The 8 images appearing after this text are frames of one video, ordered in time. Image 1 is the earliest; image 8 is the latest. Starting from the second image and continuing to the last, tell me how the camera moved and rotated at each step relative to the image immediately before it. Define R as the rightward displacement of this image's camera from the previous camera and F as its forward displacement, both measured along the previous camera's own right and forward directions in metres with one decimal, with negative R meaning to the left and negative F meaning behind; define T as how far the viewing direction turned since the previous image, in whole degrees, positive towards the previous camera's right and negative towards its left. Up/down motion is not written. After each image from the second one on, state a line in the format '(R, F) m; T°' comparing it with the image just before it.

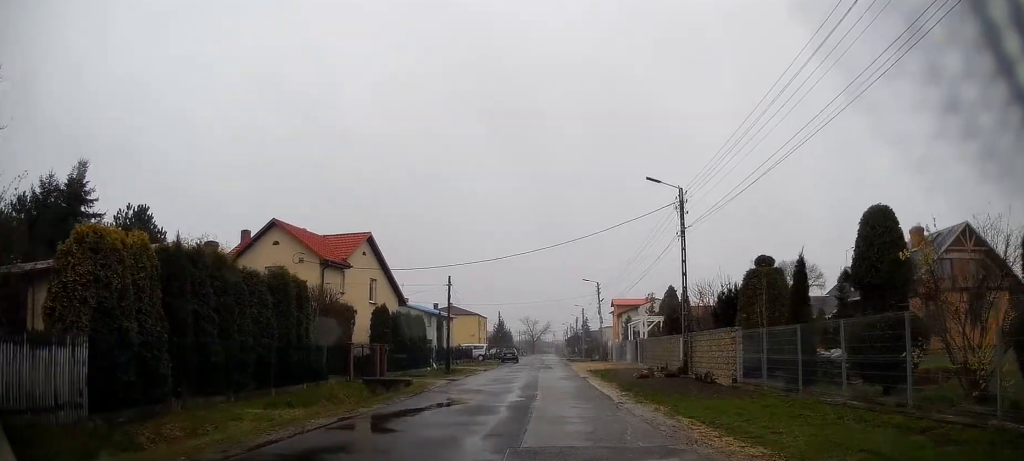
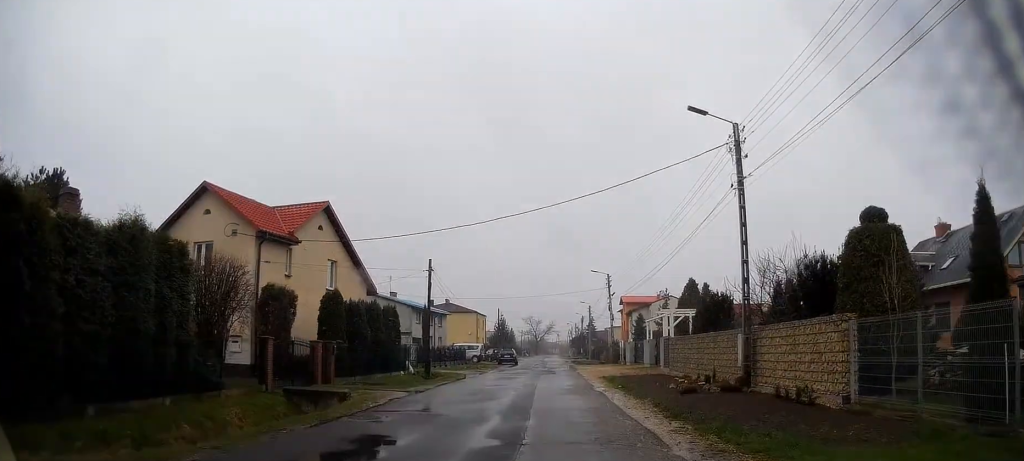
(0.0, +7.1) m; 0°
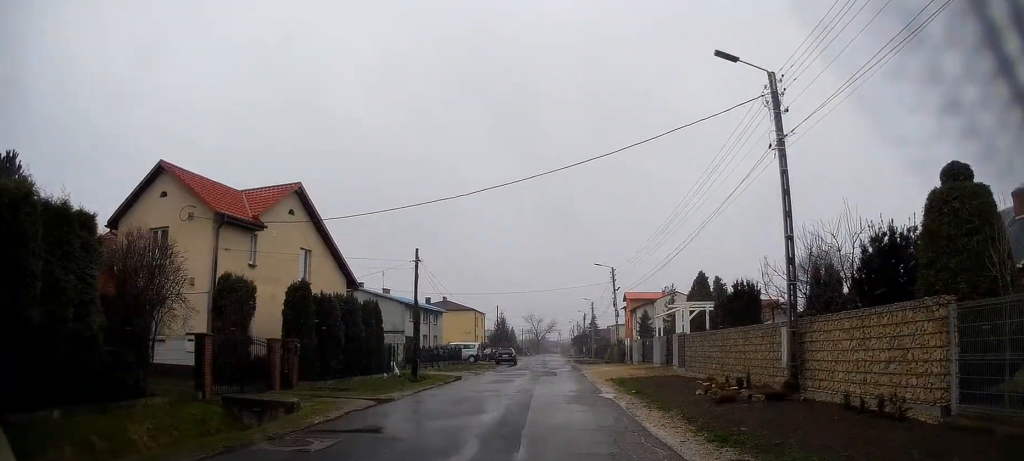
(0.0, +3.6) m; +1°
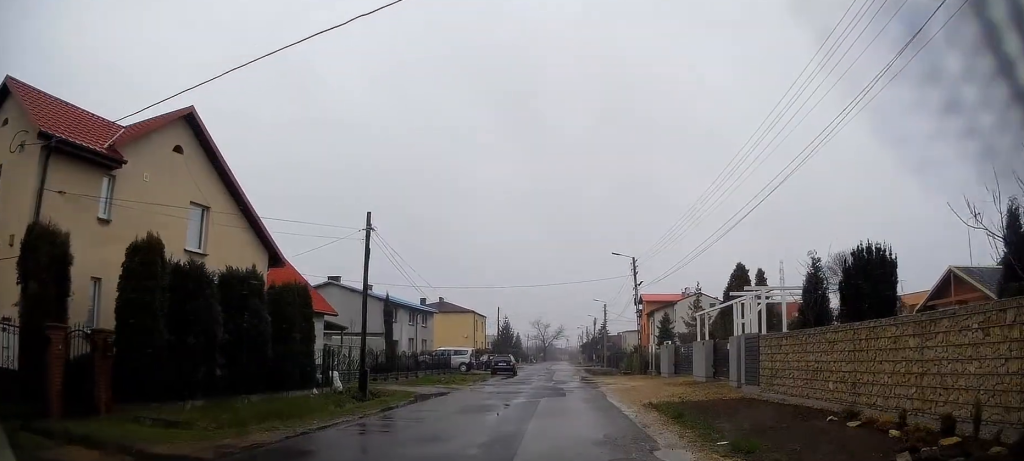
(+0.3, +9.8) m; +1°
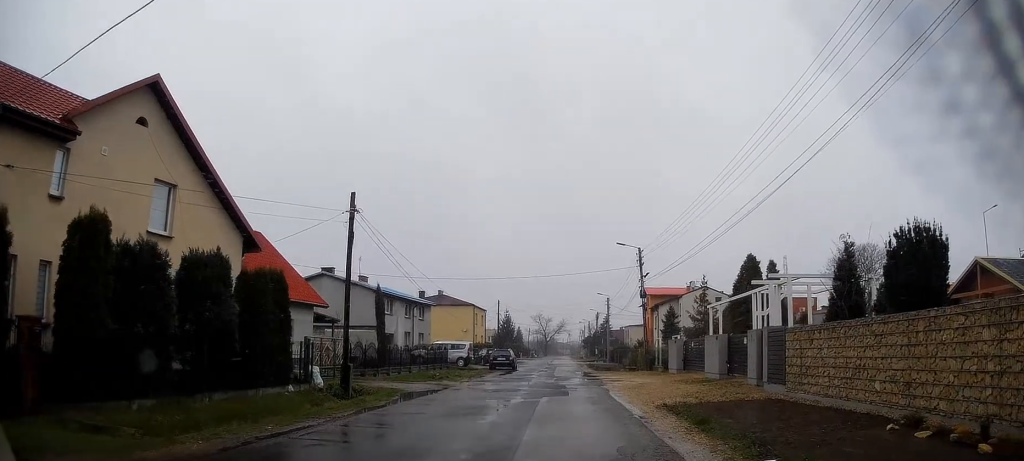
(+0.1, +2.1) m; -1°
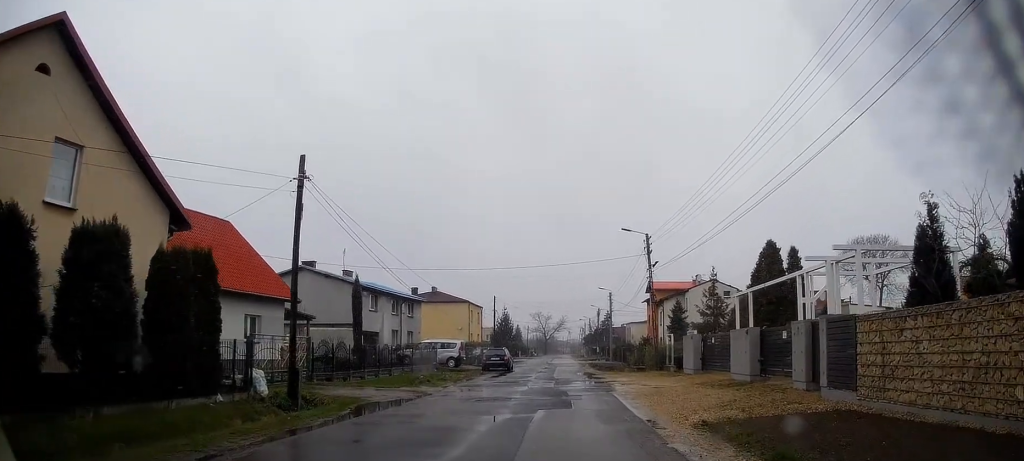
(-0.3, +4.2) m; -6°
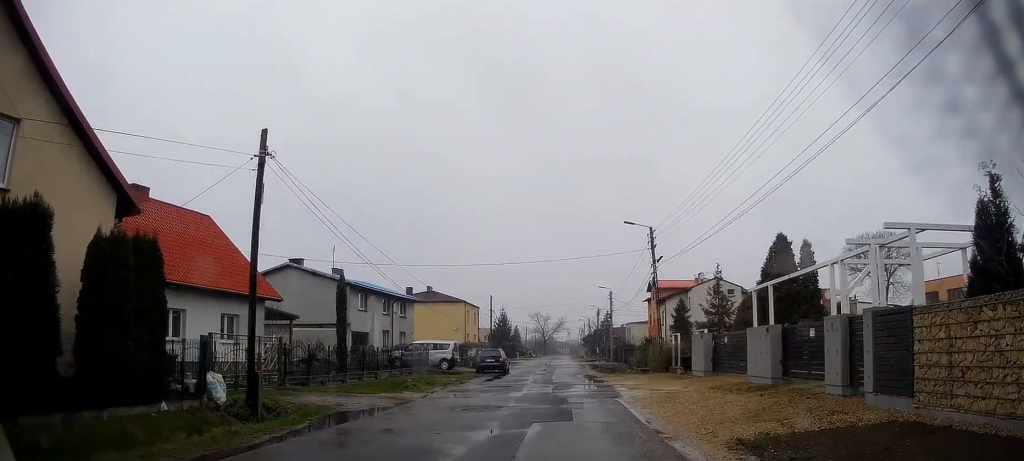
(-0.1, +2.2) m; +1°
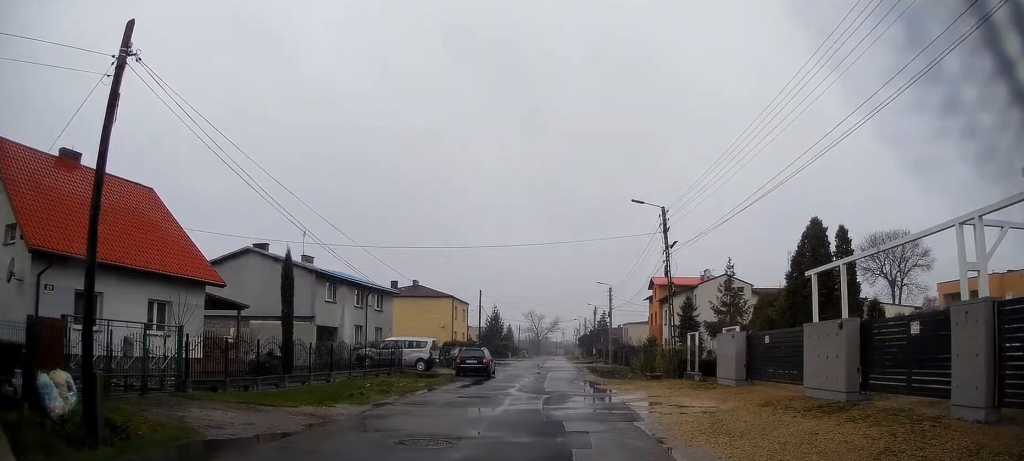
(+0.3, +5.3) m; +7°
